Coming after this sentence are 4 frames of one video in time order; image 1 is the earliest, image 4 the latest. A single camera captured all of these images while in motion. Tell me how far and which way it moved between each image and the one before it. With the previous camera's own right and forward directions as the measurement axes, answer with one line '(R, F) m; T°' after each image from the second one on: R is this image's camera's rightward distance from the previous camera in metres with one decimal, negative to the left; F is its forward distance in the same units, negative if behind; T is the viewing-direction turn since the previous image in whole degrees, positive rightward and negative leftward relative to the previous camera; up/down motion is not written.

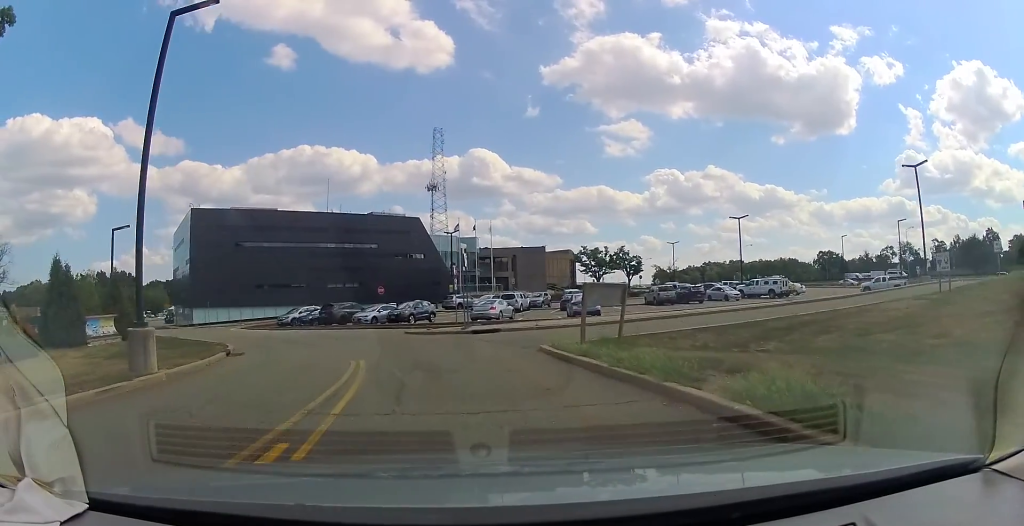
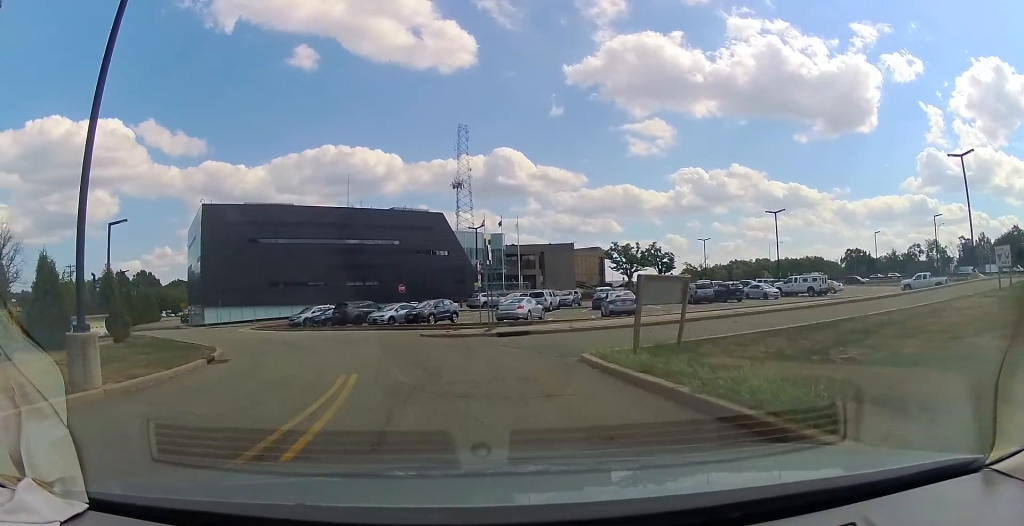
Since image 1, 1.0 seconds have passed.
(-0.1, +3.5) m; -4°
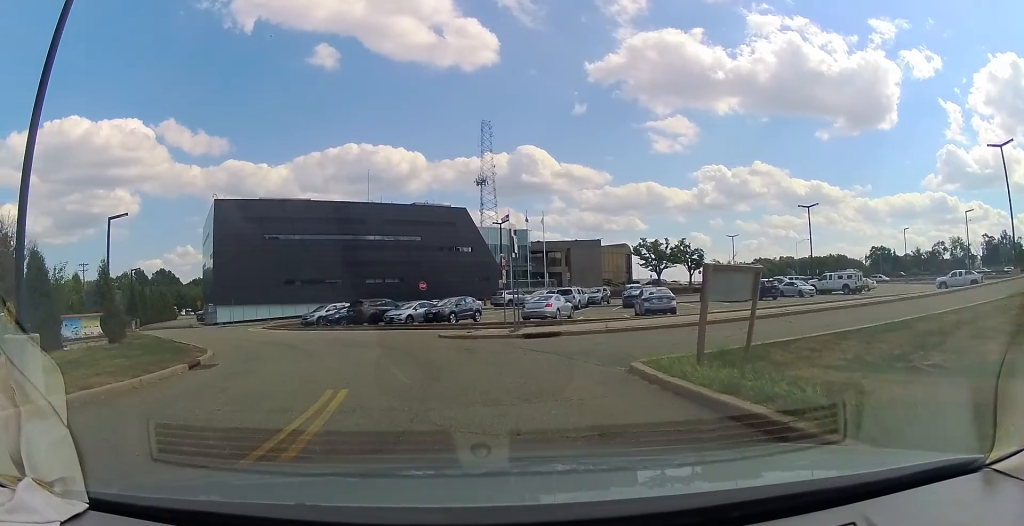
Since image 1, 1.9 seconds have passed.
(-0.2, +2.5) m; -4°
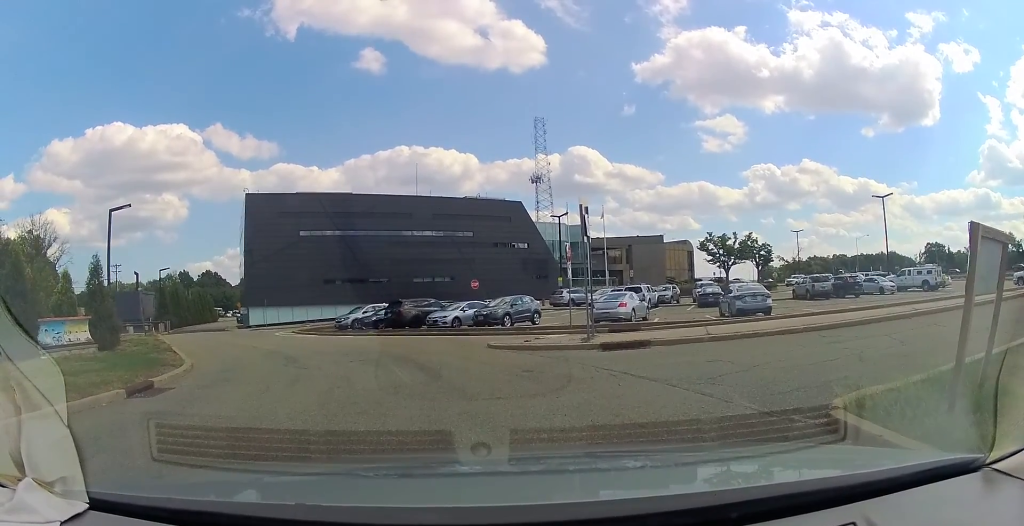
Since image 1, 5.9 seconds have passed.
(+0.6, +4.6) m; -6°
